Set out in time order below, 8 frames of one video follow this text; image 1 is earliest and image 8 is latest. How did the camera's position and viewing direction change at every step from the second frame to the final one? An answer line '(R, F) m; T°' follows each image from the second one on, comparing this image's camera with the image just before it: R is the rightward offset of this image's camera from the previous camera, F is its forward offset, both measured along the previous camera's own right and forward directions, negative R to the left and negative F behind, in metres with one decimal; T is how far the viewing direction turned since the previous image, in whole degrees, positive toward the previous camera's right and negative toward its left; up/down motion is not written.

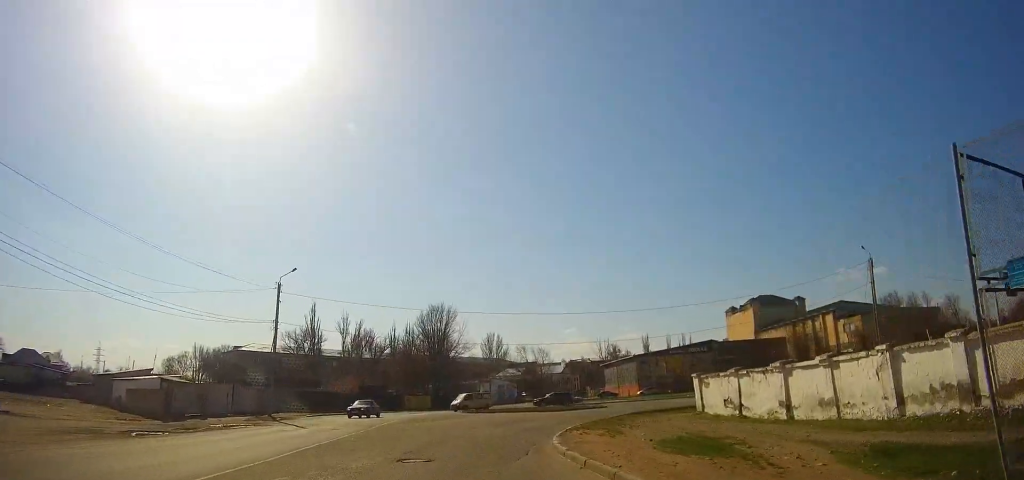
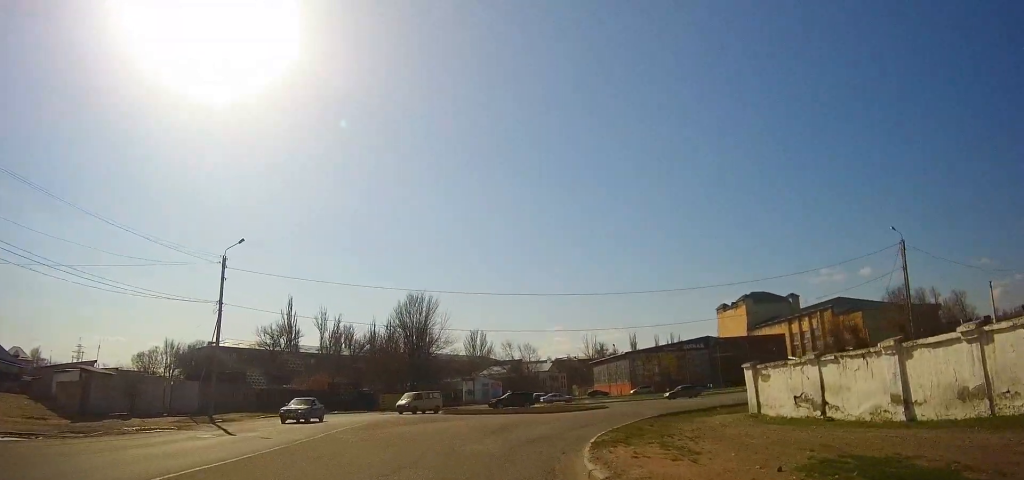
(+0.2, +6.8) m; +3°
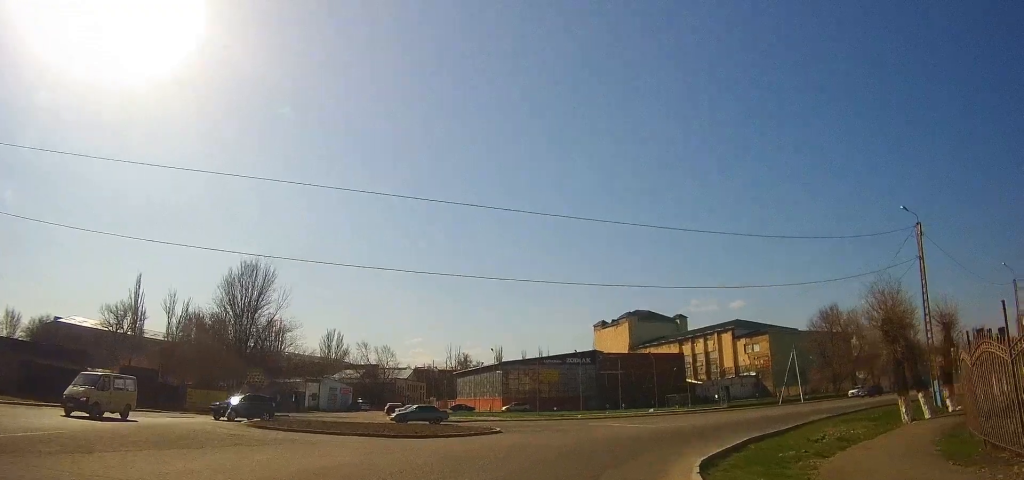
(+1.7, +15.9) m; +18°
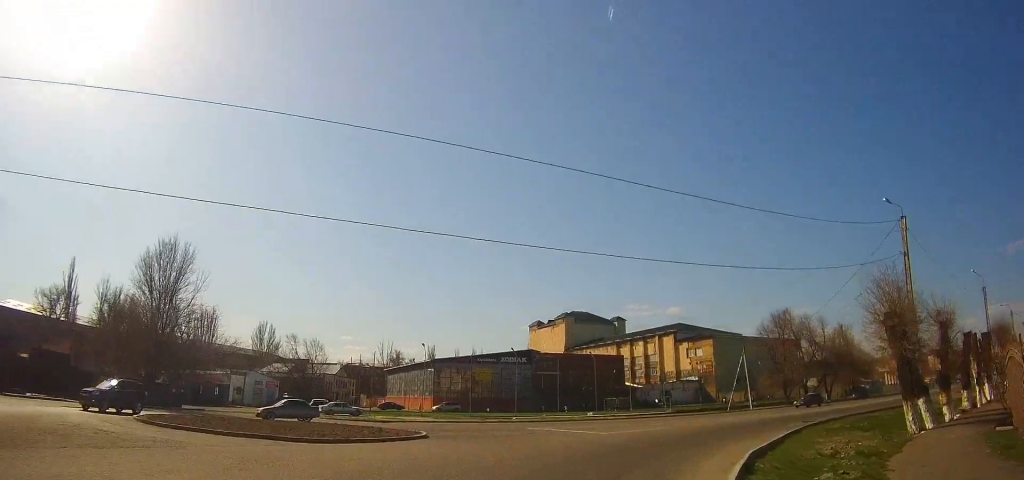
(+0.4, +4.5) m; +8°
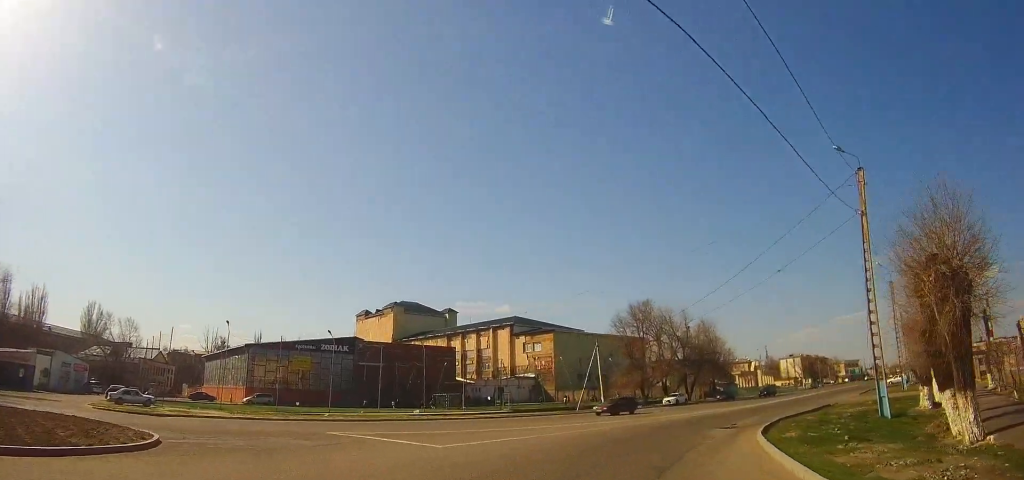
(+1.7, +10.3) m; +19°
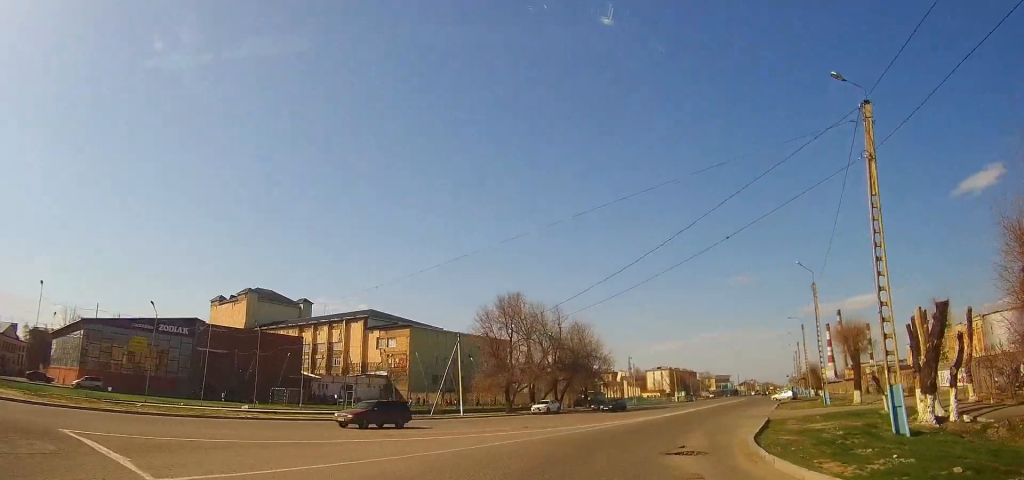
(+1.5, +10.0) m; +14°
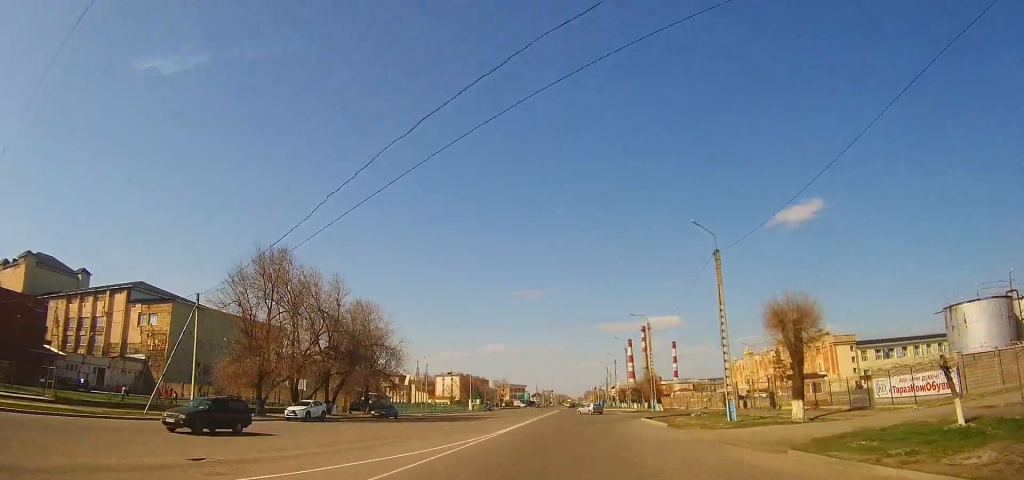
(+3.3, +19.6) m; +17°
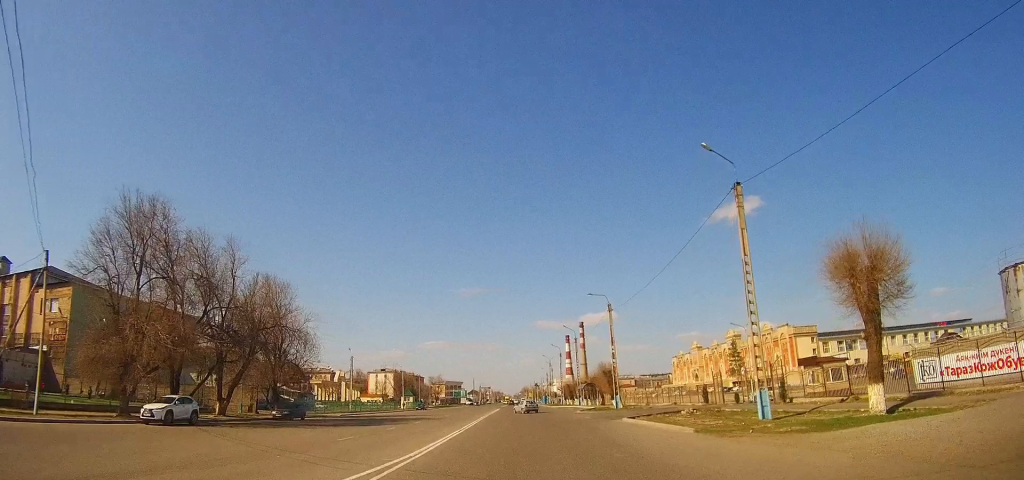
(+0.8, +12.6) m; +7°
